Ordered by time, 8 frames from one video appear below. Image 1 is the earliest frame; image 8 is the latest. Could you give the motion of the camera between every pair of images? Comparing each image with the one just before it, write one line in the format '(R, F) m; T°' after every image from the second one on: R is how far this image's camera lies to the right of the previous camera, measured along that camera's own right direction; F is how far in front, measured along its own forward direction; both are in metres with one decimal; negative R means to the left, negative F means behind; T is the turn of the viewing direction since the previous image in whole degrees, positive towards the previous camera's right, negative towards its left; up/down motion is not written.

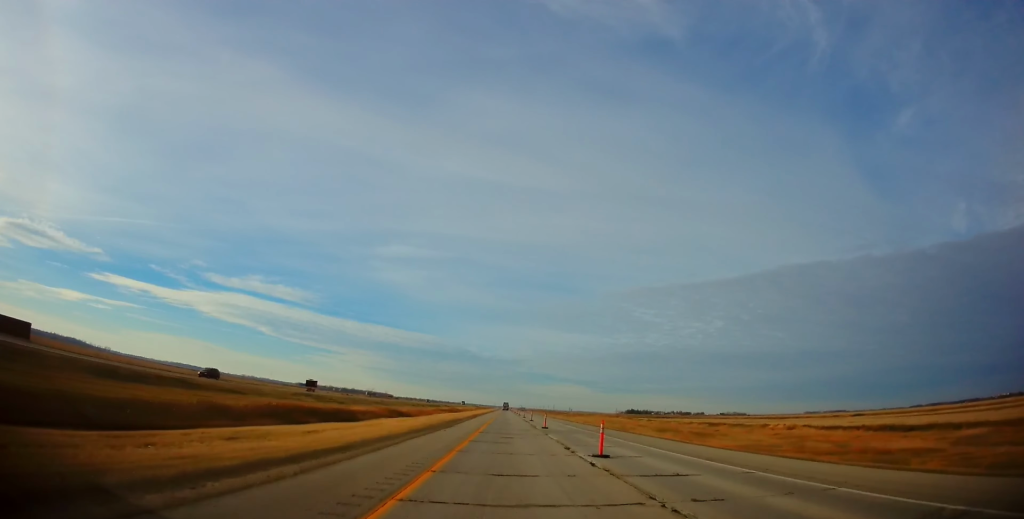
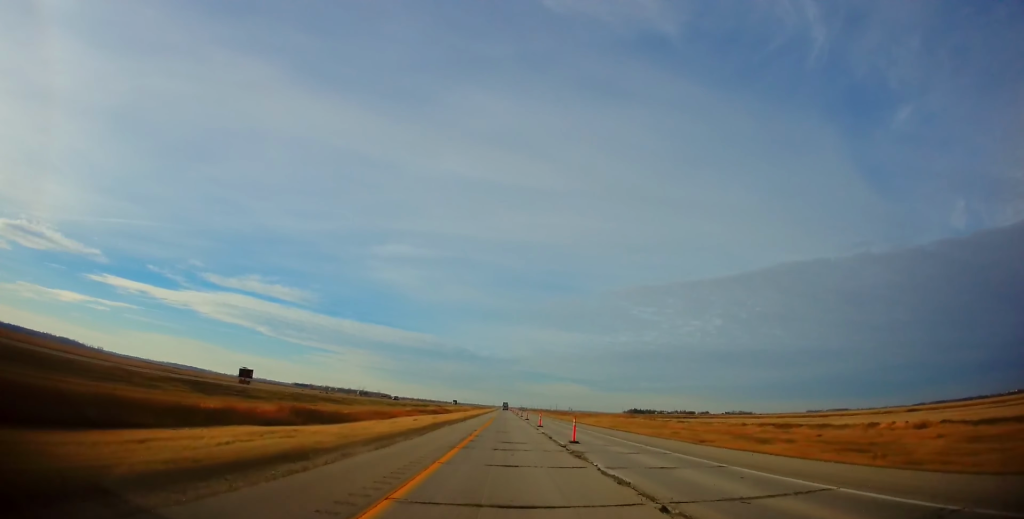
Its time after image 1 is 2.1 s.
(-0.4, +40.2) m; -1°
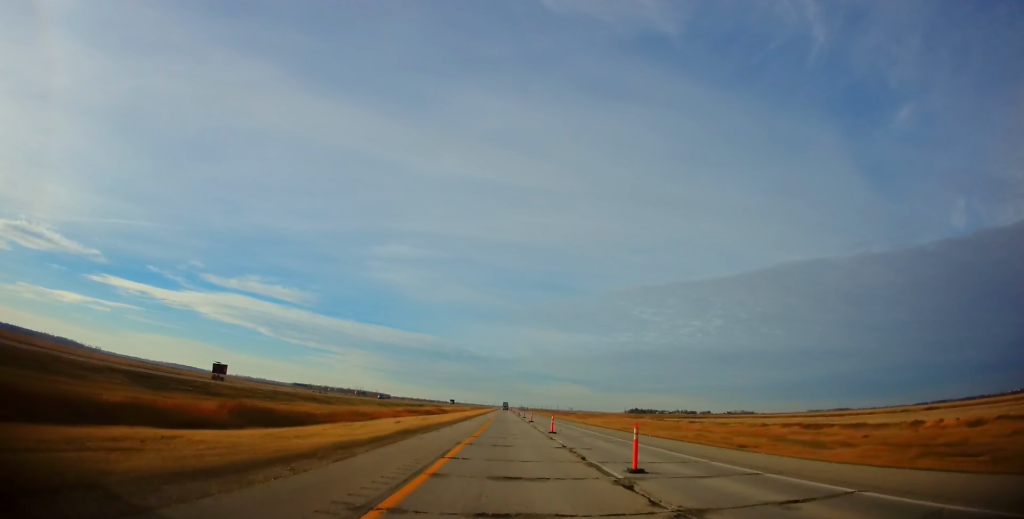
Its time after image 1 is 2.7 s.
(+0.2, +11.5) m; +1°
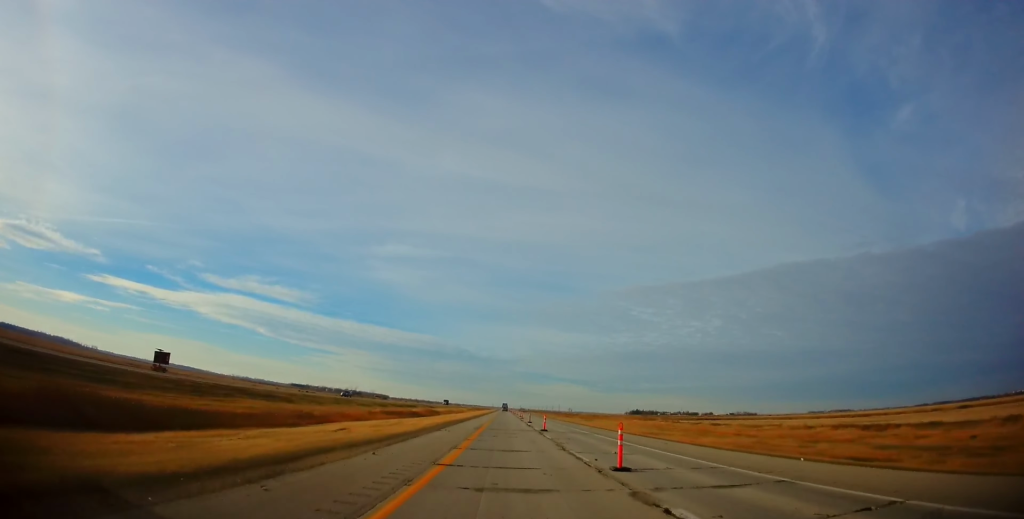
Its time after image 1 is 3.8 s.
(0.0, +19.7) m; 0°
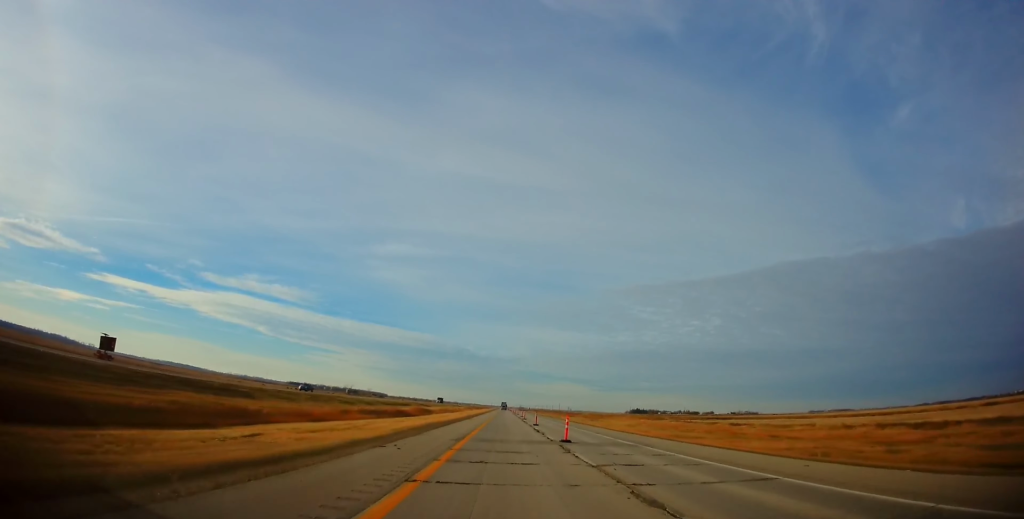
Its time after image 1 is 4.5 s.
(0.0, +14.0) m; 0°
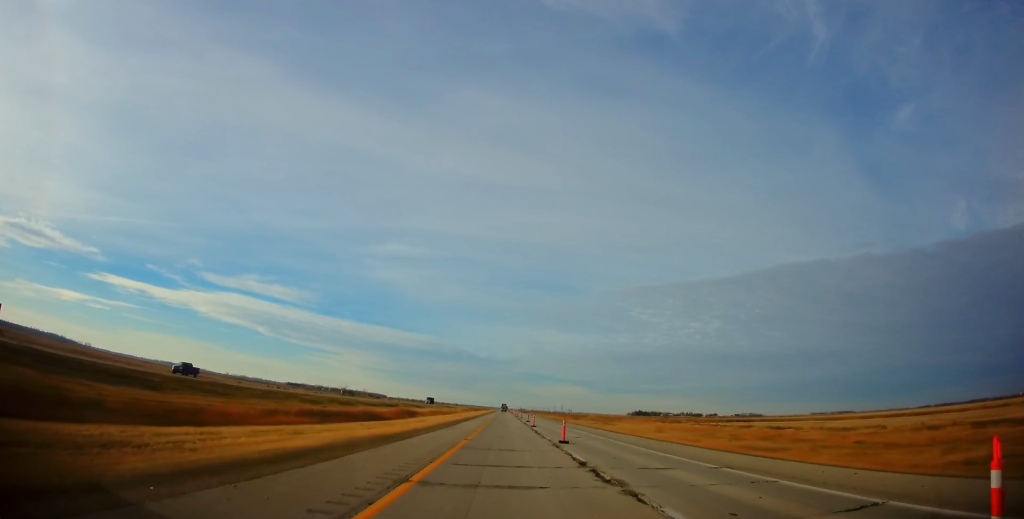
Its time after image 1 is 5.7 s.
(-0.1, +22.2) m; -1°
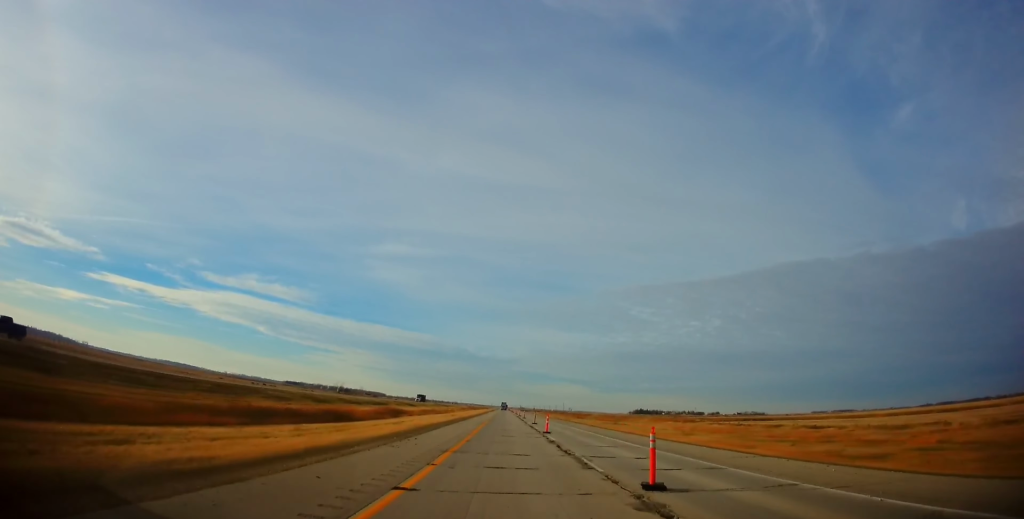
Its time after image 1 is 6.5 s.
(-0.1, +15.3) m; 0°
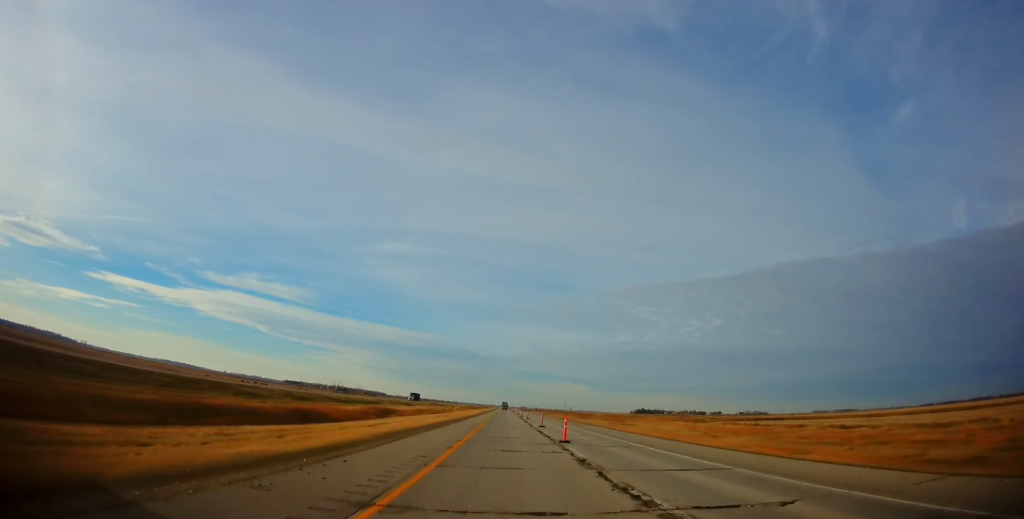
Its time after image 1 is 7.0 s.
(0.0, +9.5) m; 0°
